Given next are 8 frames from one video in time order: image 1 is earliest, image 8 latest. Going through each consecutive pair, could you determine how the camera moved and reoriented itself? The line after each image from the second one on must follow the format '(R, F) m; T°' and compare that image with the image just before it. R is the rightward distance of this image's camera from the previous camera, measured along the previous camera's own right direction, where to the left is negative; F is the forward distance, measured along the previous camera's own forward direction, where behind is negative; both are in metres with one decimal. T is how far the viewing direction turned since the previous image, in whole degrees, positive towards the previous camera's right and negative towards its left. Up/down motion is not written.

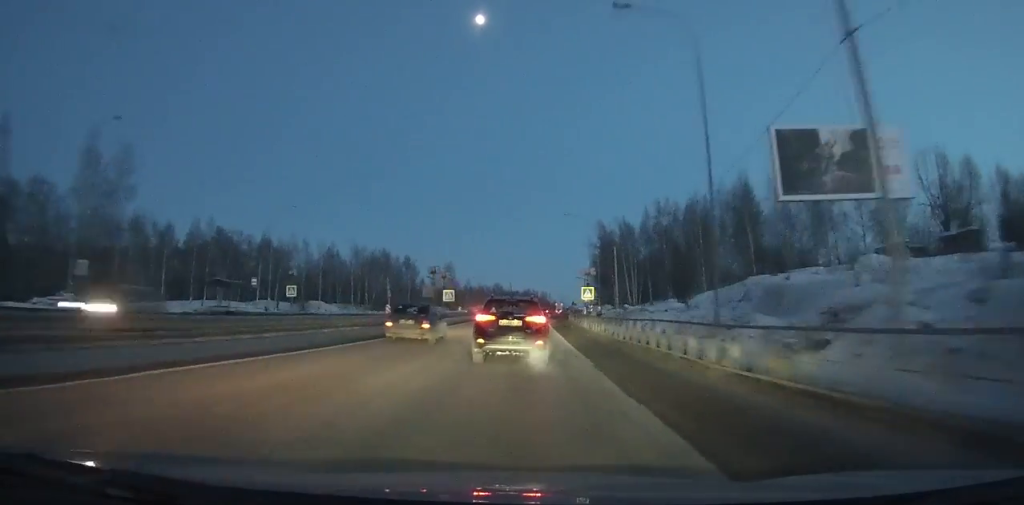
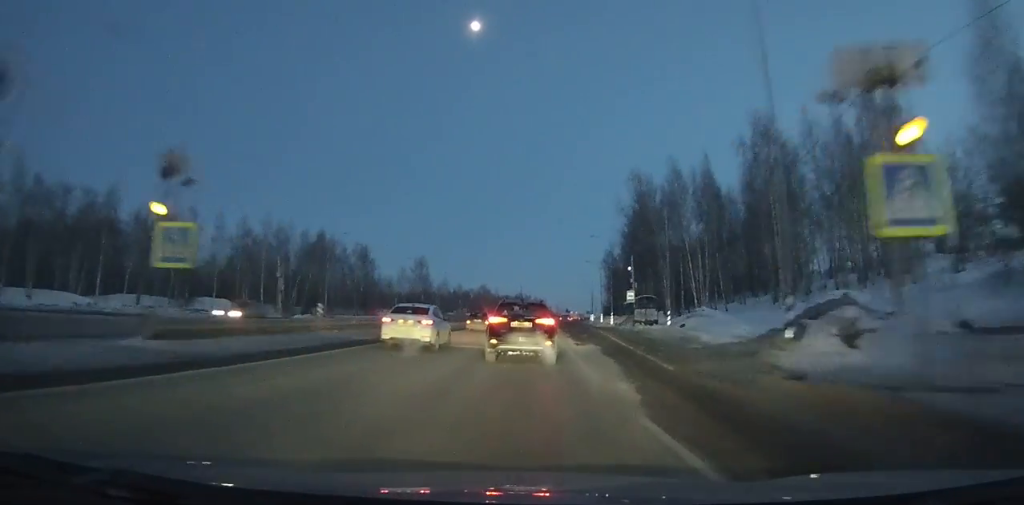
(+0.2, +47.9) m; +1°
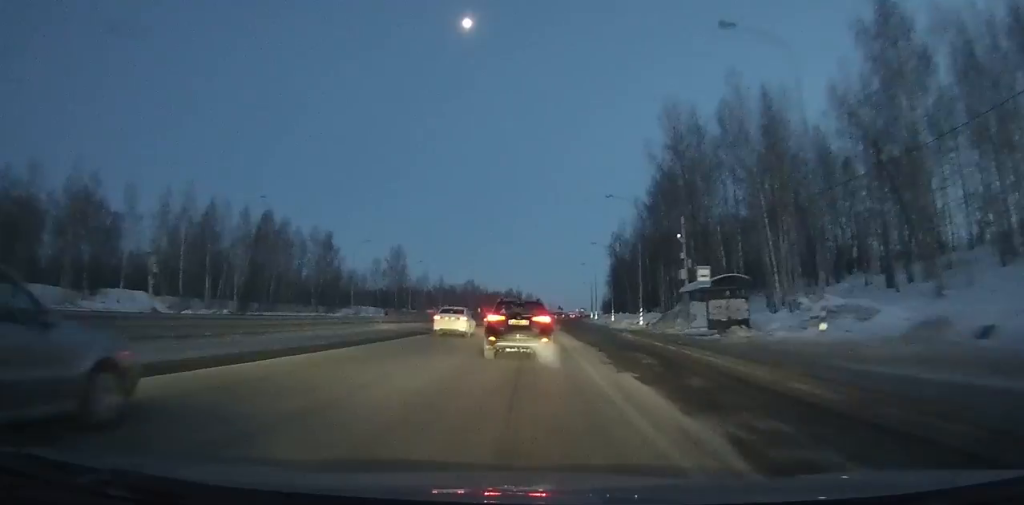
(0.0, +23.4) m; +1°
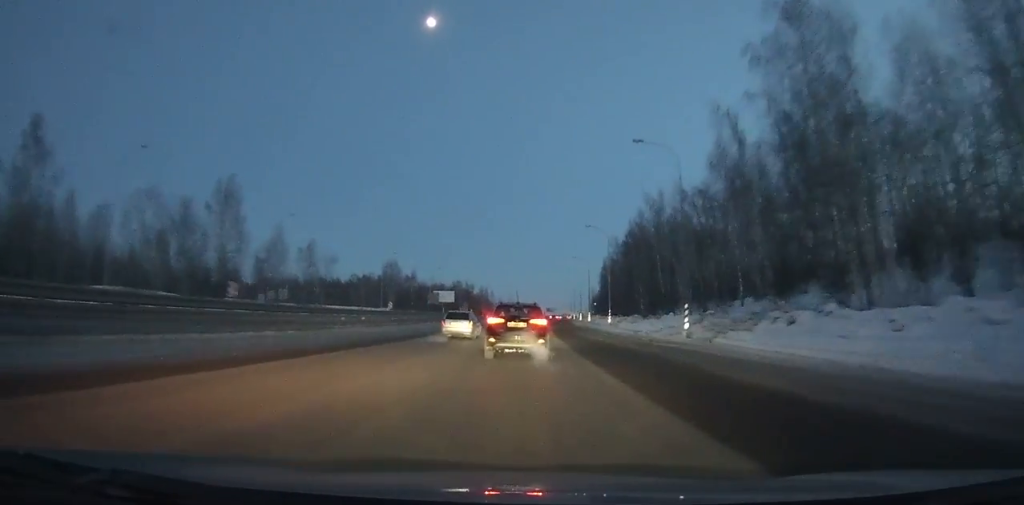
(+3.0, +84.8) m; +4°
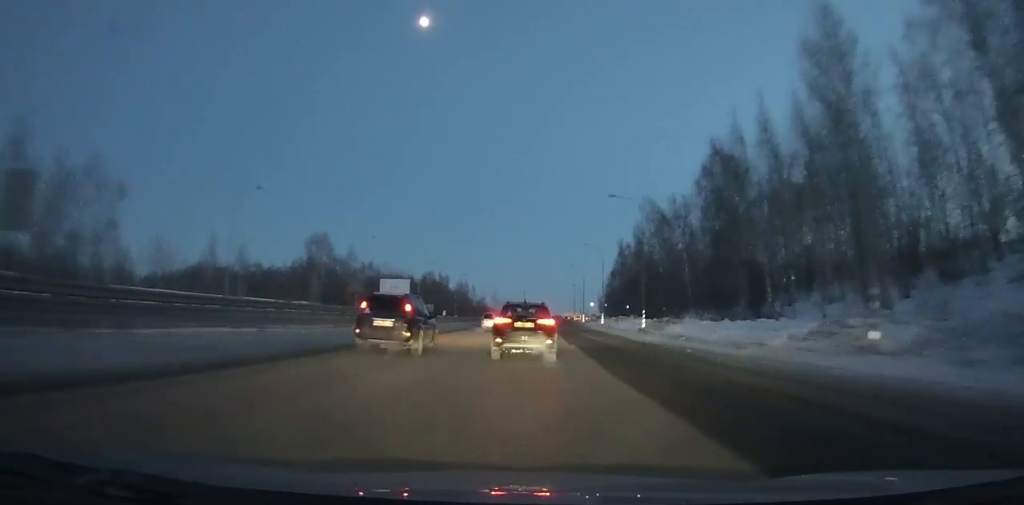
(+0.4, +52.3) m; +1°
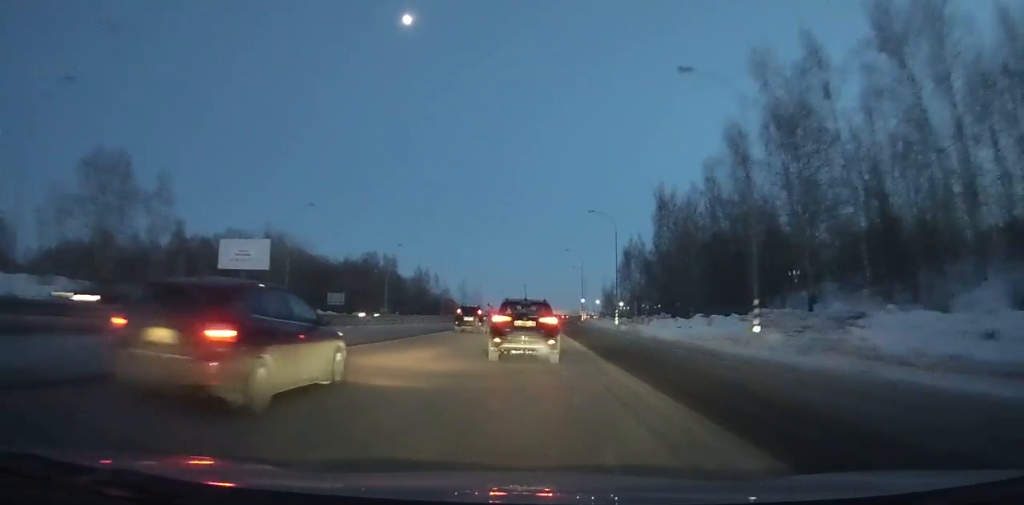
(+0.8, +57.7) m; +2°
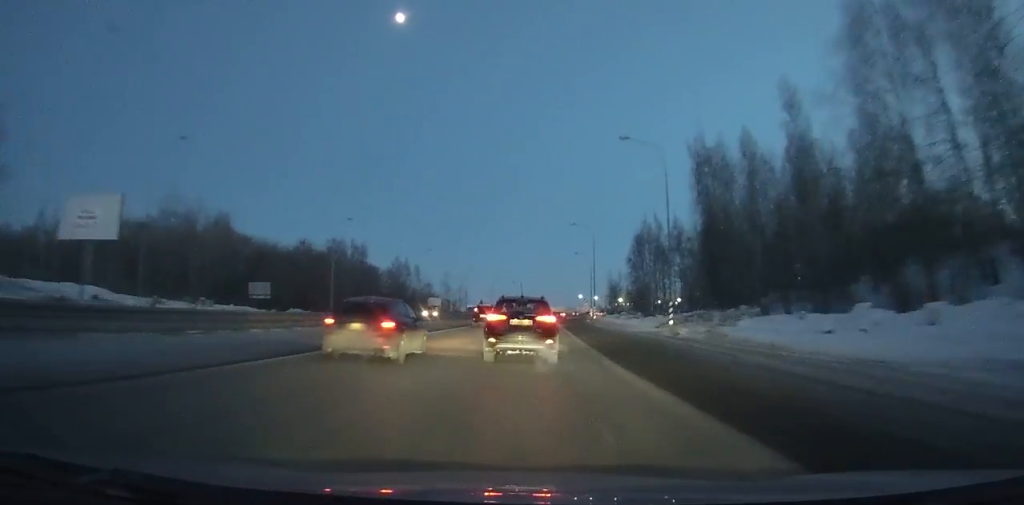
(+0.1, +22.2) m; +1°
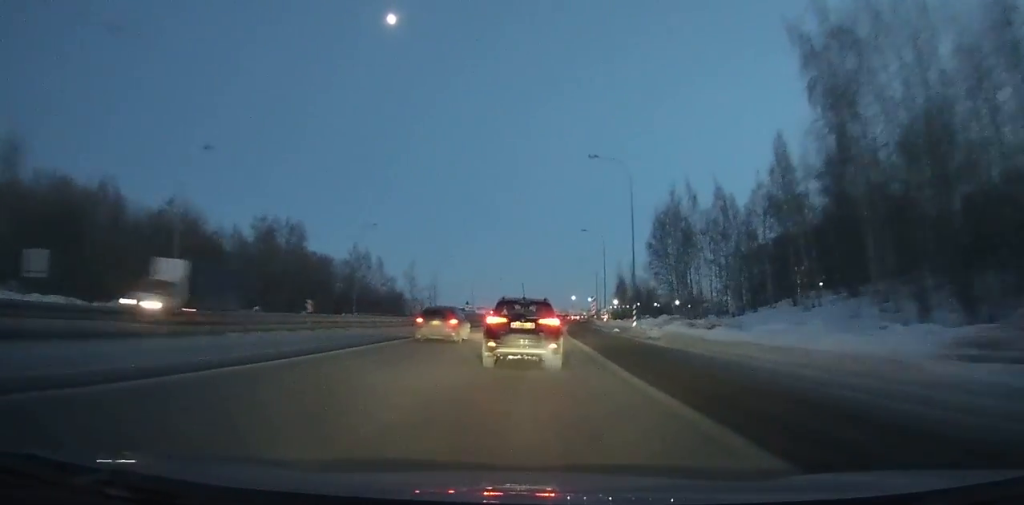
(+0.3, +28.8) m; +1°
